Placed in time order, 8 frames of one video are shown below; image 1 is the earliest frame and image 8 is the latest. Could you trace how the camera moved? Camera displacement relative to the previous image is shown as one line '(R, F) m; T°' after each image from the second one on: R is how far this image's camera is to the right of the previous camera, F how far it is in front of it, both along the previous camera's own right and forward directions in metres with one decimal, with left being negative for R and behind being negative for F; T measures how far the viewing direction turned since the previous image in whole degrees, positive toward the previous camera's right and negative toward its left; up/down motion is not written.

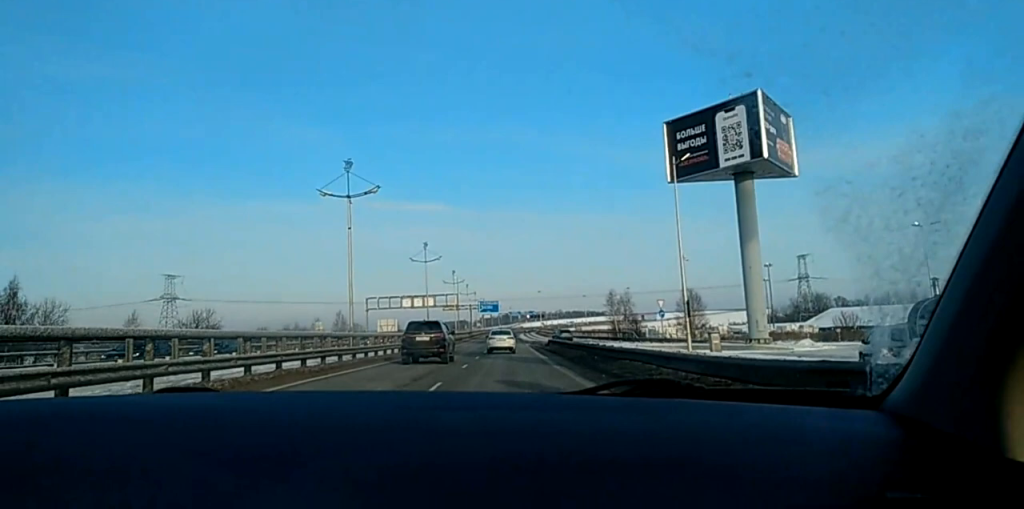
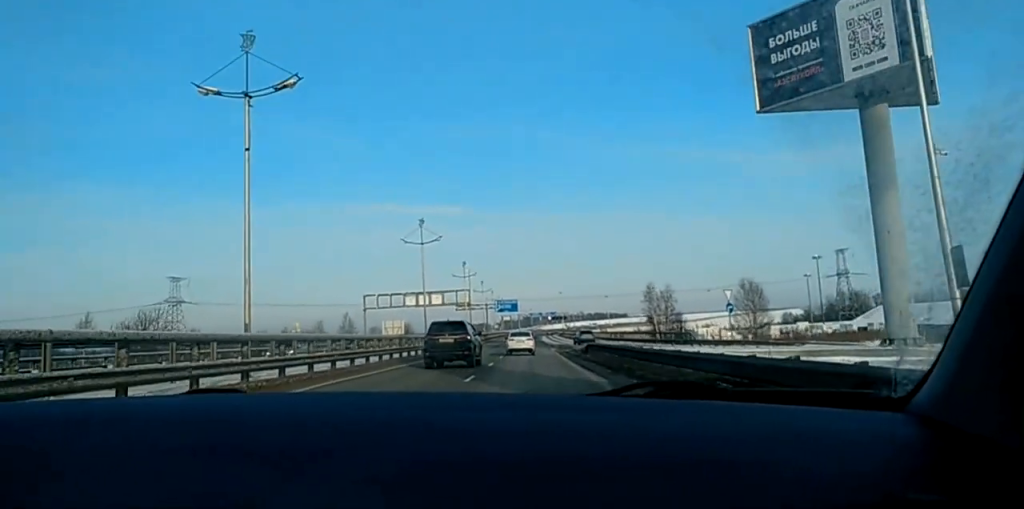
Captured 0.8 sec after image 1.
(+0.2, +20.3) m; 0°
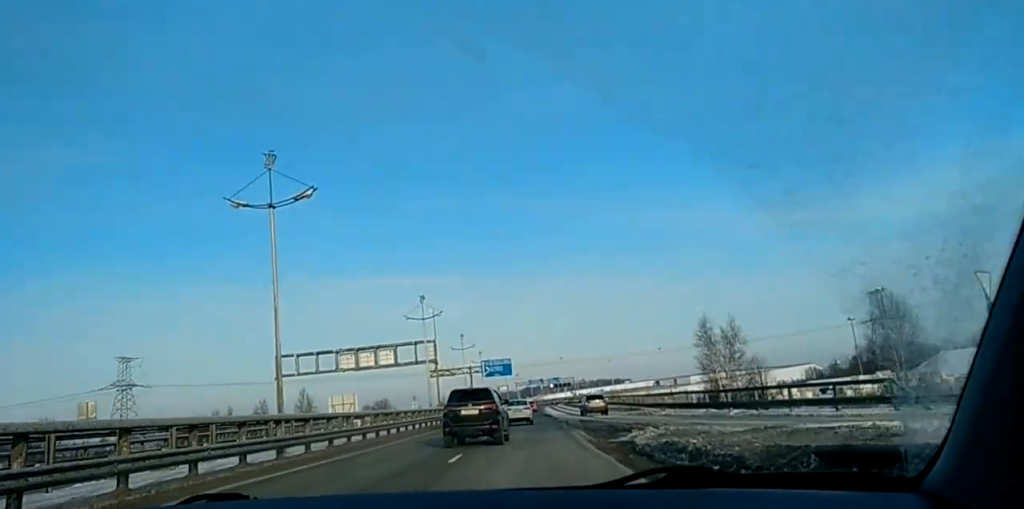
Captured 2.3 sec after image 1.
(-0.6, +38.6) m; -1°
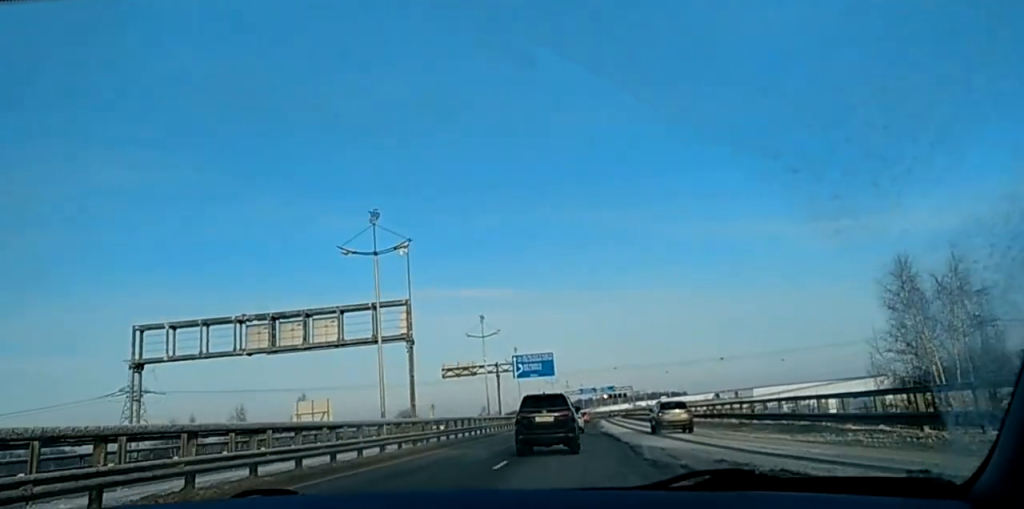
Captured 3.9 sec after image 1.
(+0.3, +37.4) m; 0°
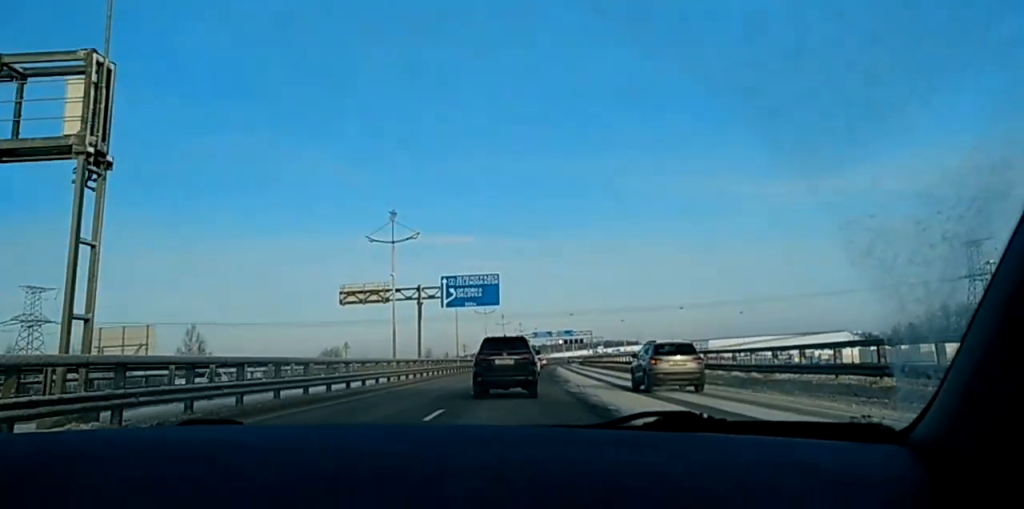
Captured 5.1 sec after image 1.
(-0.1, +27.1) m; 0°
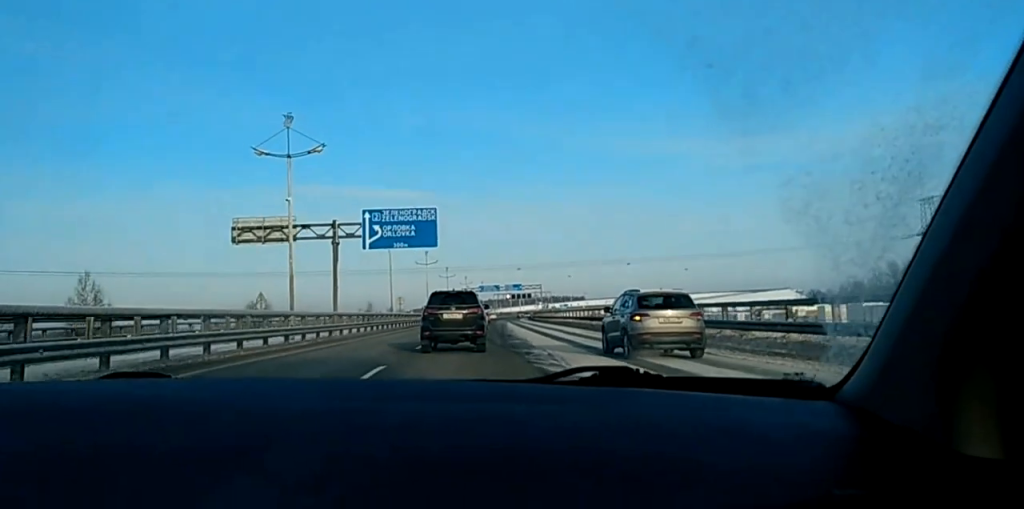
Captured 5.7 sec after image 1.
(+0.1, +13.3) m; 0°
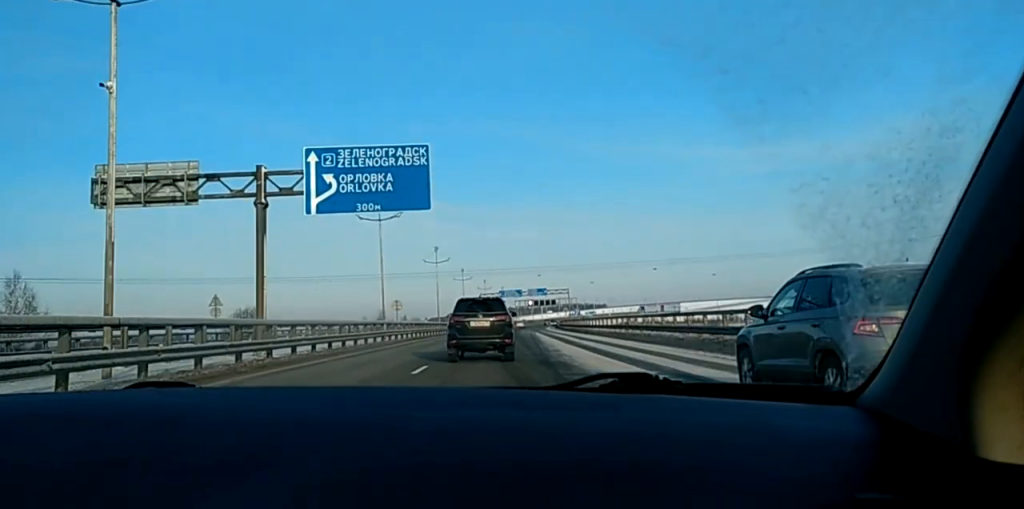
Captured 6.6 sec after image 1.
(0.0, +20.2) m; 0°
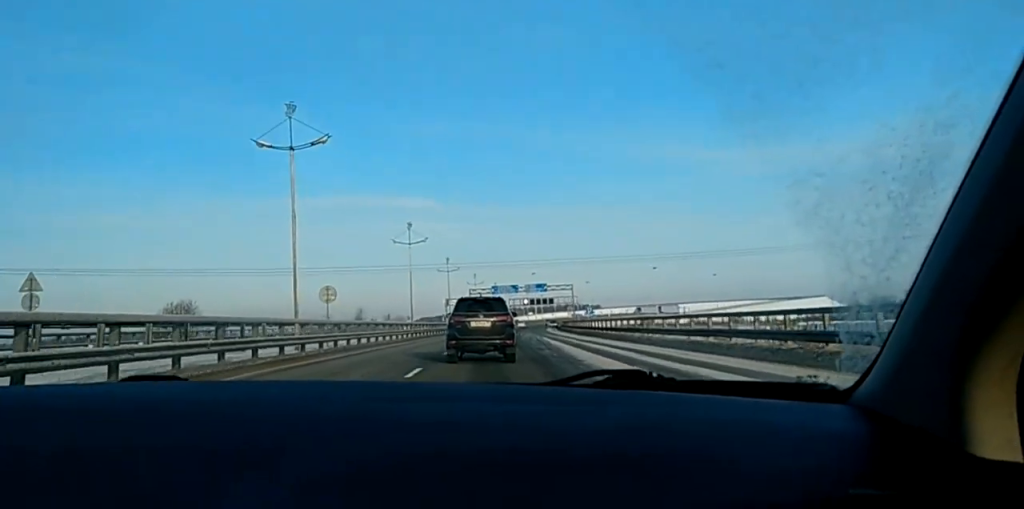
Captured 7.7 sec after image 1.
(0.0, +24.6) m; 0°
